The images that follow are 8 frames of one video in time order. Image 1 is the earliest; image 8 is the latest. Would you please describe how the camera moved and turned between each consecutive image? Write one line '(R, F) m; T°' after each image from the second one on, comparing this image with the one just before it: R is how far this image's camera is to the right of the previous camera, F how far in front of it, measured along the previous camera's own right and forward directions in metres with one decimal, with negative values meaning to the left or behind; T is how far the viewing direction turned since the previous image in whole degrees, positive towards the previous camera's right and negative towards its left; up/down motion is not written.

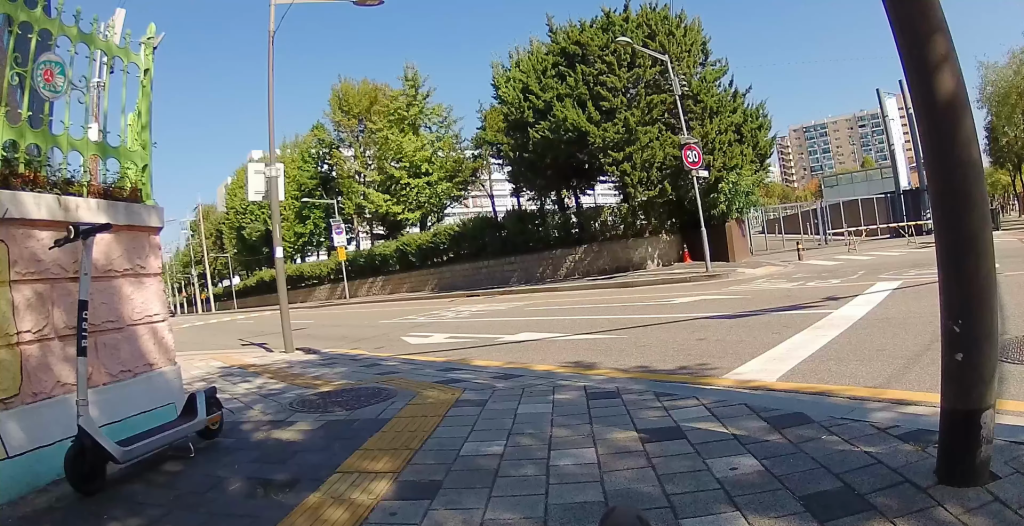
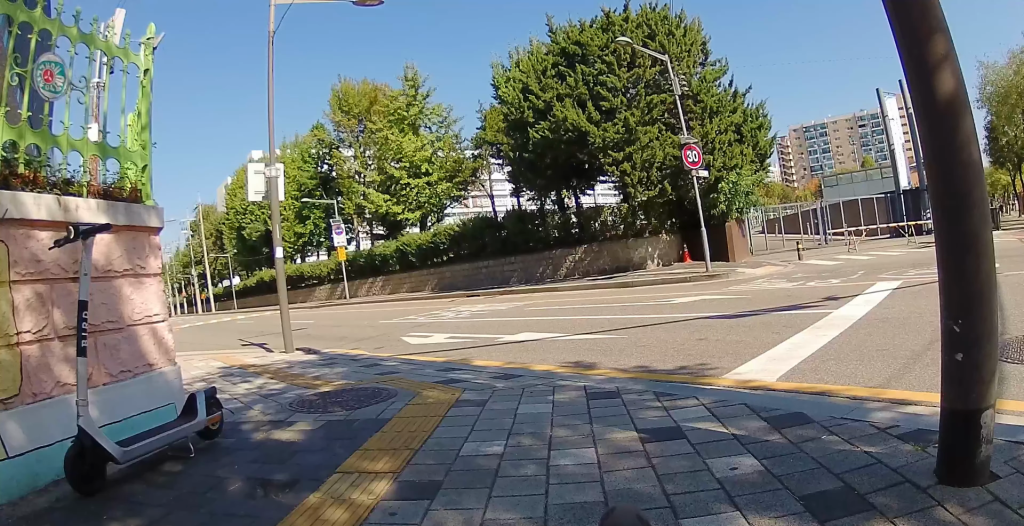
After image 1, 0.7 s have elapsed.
(0.0, 0.0) m; 0°
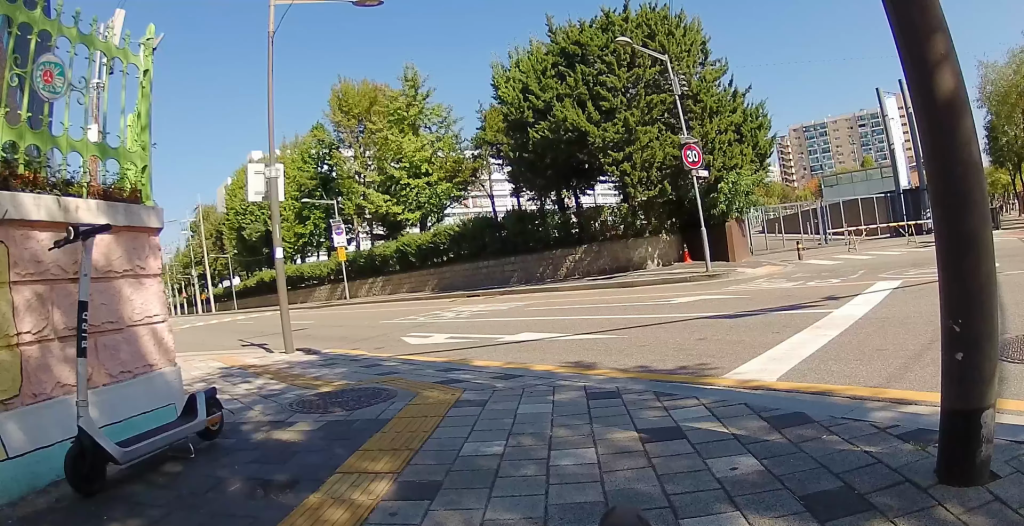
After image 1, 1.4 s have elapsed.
(0.0, 0.0) m; 0°
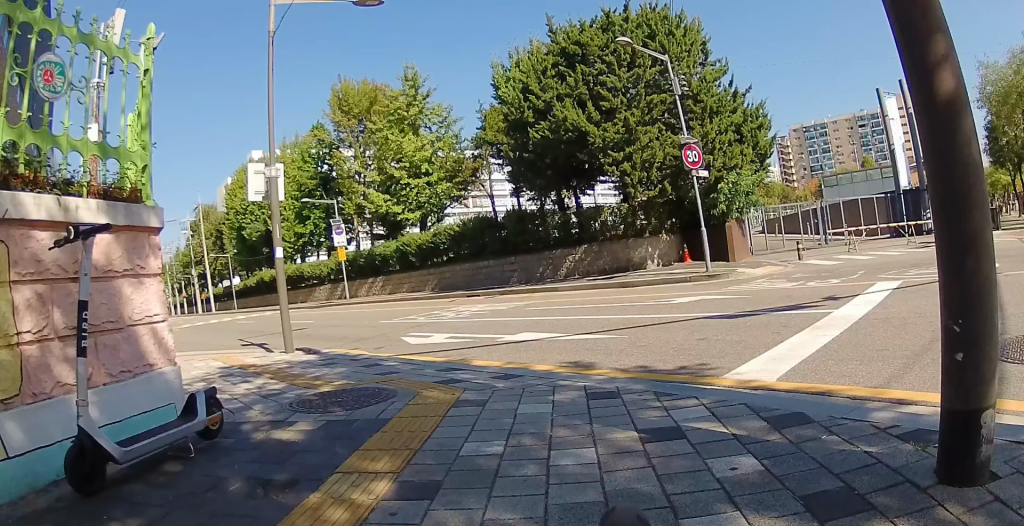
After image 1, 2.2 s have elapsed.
(0.0, 0.0) m; 0°
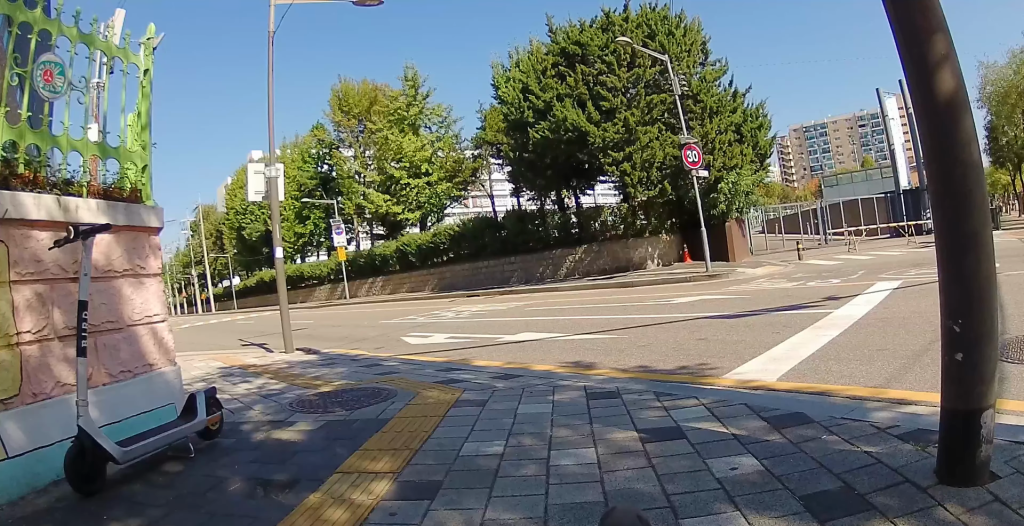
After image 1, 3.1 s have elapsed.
(0.0, 0.0) m; 0°
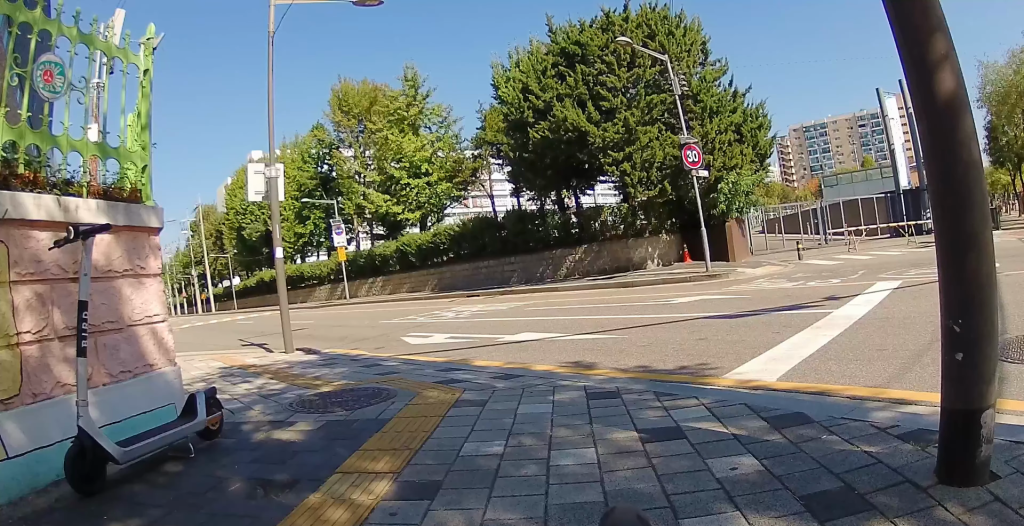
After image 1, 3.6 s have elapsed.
(0.0, 0.0) m; 0°
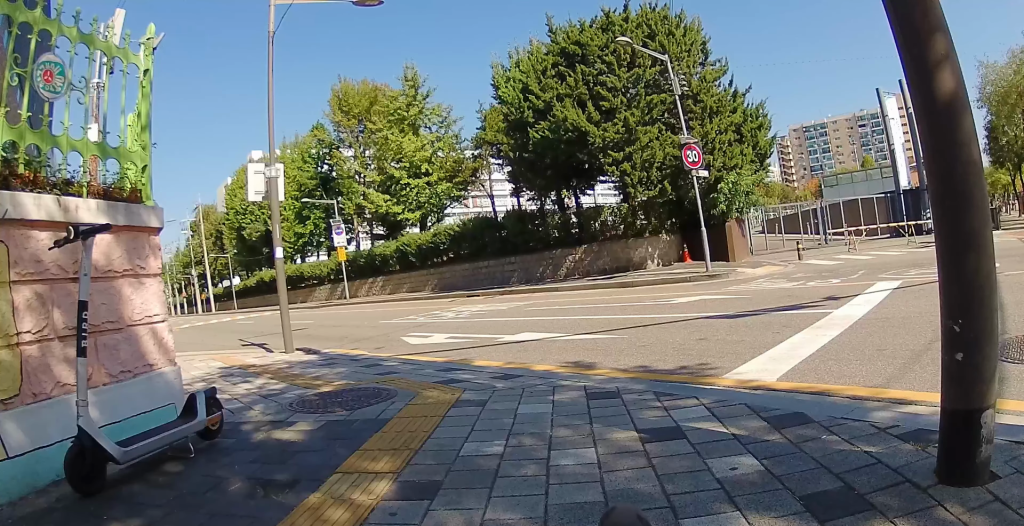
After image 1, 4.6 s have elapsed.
(0.0, 0.0) m; 0°
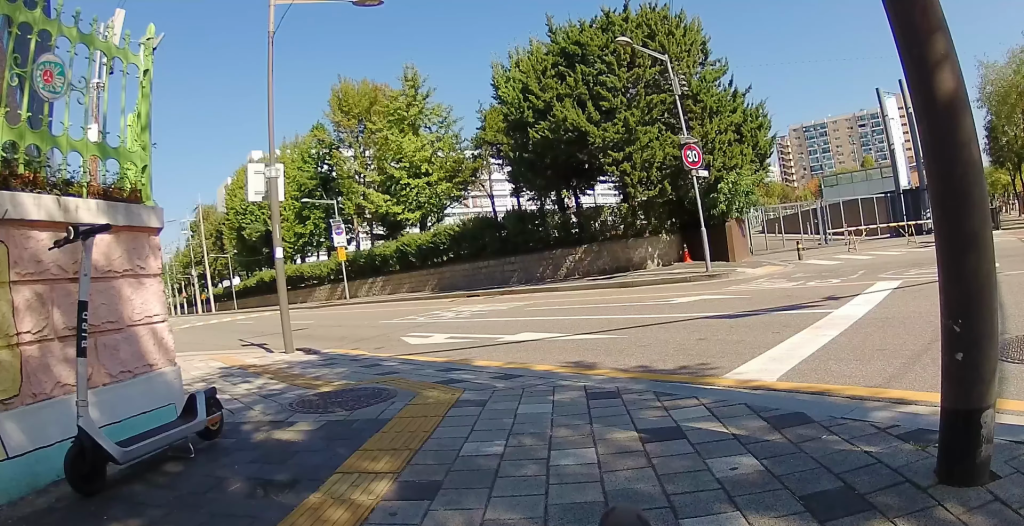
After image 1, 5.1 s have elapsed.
(0.0, 0.0) m; 0°
